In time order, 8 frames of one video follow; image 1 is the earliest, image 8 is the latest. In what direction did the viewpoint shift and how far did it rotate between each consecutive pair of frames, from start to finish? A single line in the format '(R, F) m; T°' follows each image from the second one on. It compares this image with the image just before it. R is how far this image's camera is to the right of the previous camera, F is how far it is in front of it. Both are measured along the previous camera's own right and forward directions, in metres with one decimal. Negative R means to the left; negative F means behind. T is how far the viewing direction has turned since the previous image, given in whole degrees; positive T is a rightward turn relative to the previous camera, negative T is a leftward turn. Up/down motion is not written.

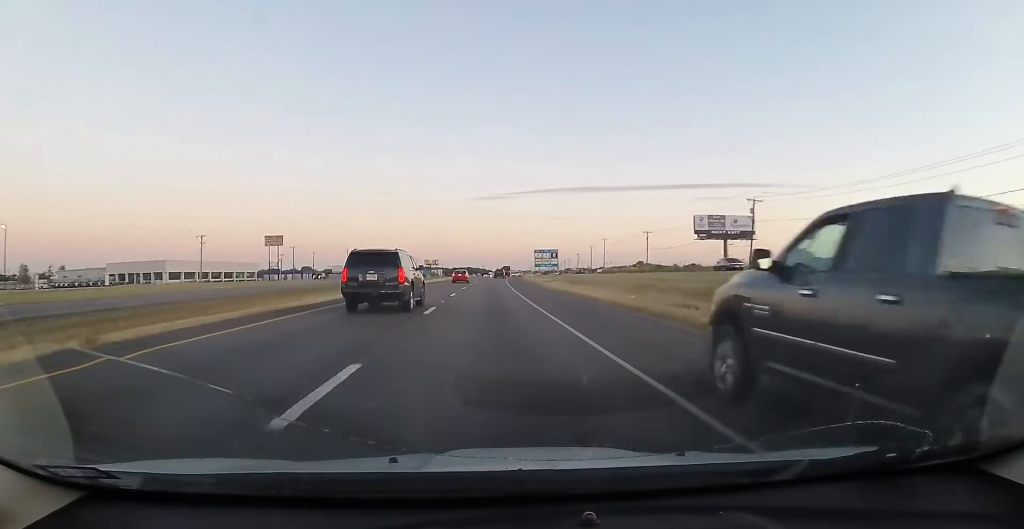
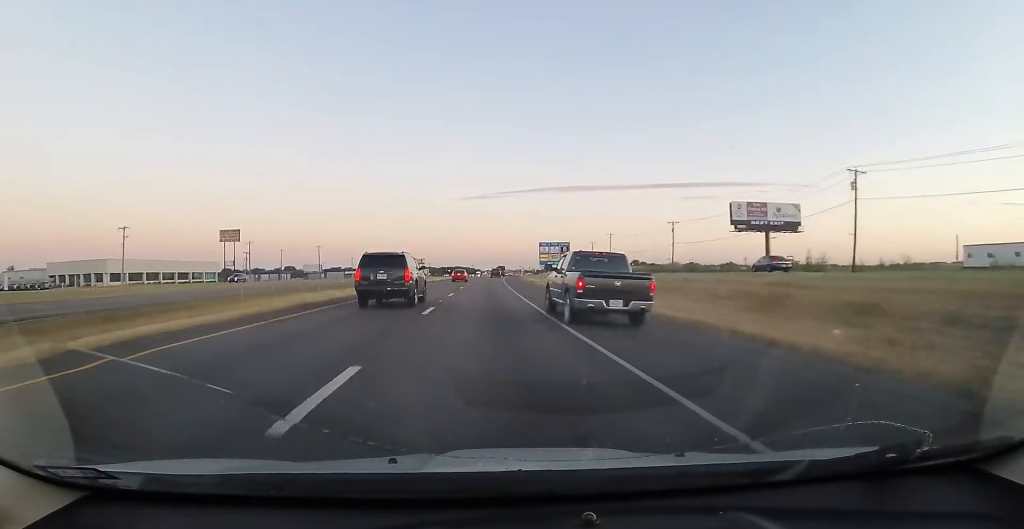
(+0.2, +25.1) m; +1°
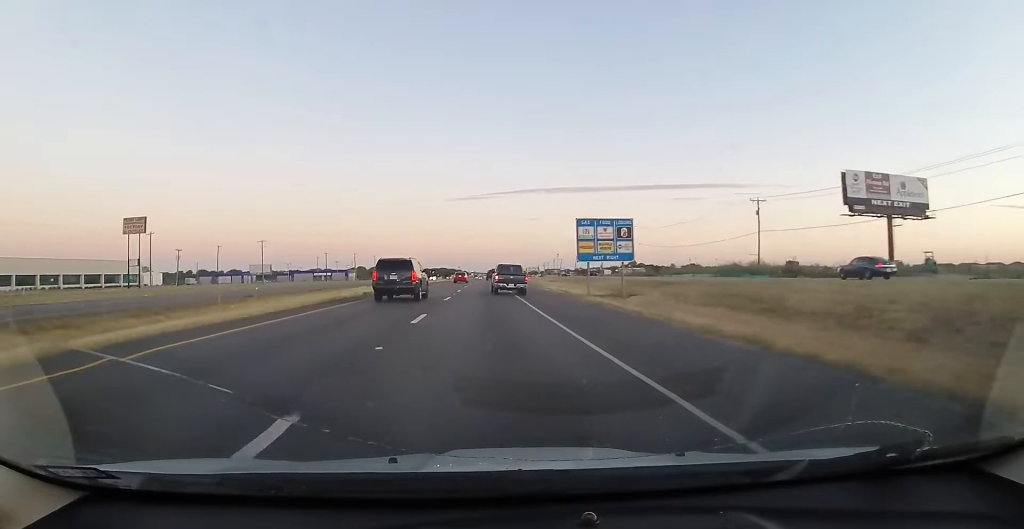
(+0.7, +39.7) m; +2°
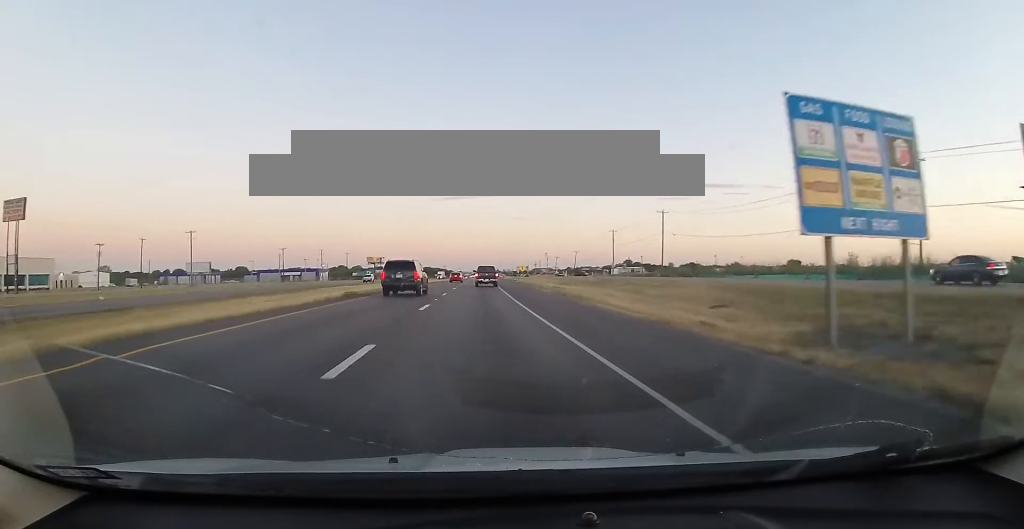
(+0.5, +32.1) m; +1°
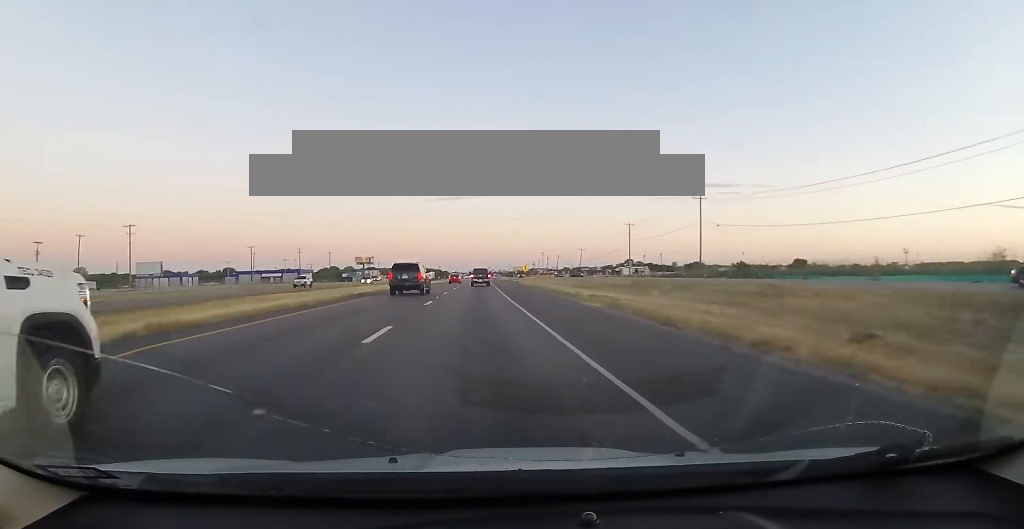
(0.0, +21.1) m; 0°
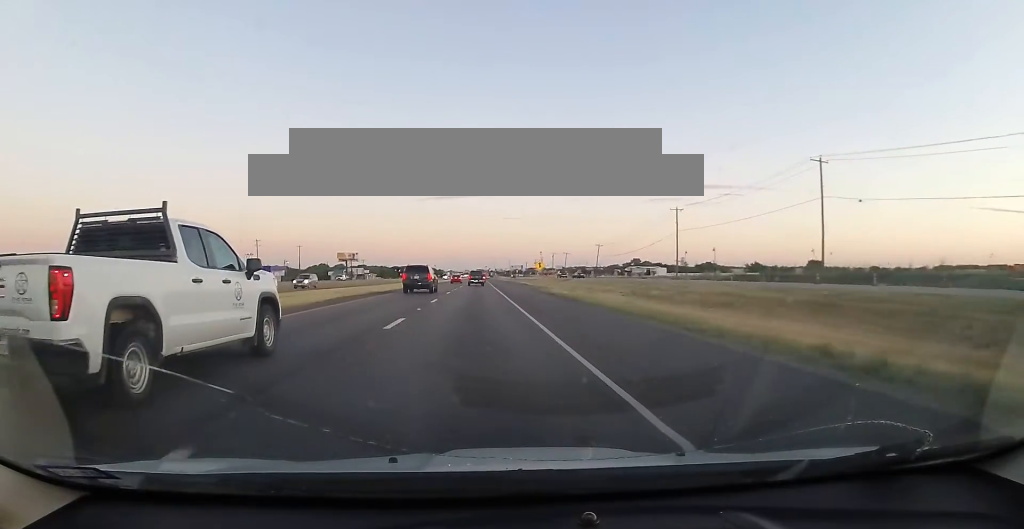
(+0.1, +34.1) m; 0°
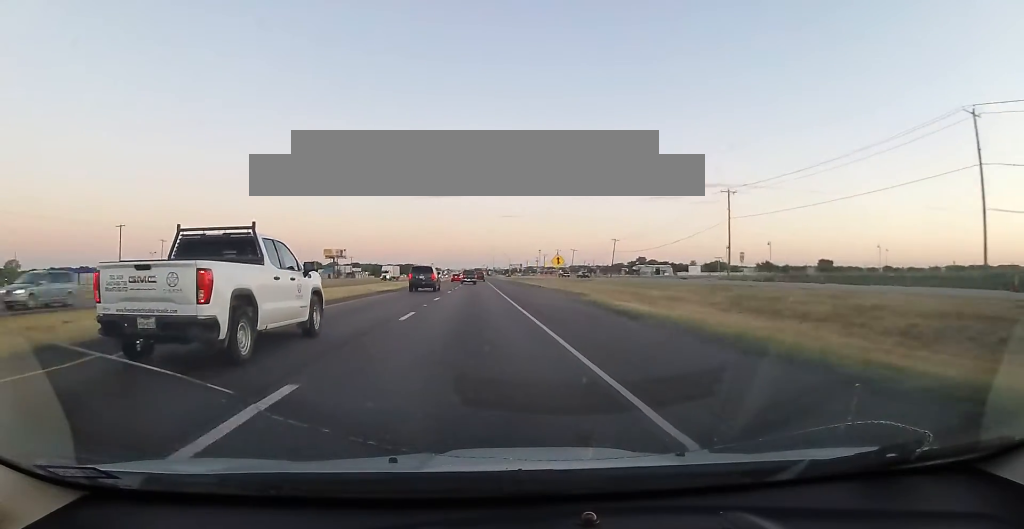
(0.0, +22.1) m; 0°
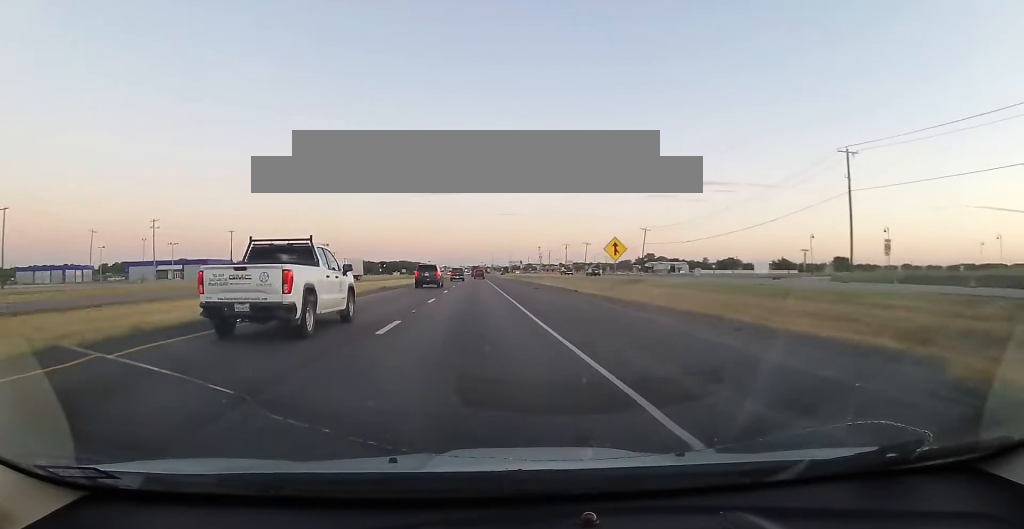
(0.0, +28.0) m; 0°
